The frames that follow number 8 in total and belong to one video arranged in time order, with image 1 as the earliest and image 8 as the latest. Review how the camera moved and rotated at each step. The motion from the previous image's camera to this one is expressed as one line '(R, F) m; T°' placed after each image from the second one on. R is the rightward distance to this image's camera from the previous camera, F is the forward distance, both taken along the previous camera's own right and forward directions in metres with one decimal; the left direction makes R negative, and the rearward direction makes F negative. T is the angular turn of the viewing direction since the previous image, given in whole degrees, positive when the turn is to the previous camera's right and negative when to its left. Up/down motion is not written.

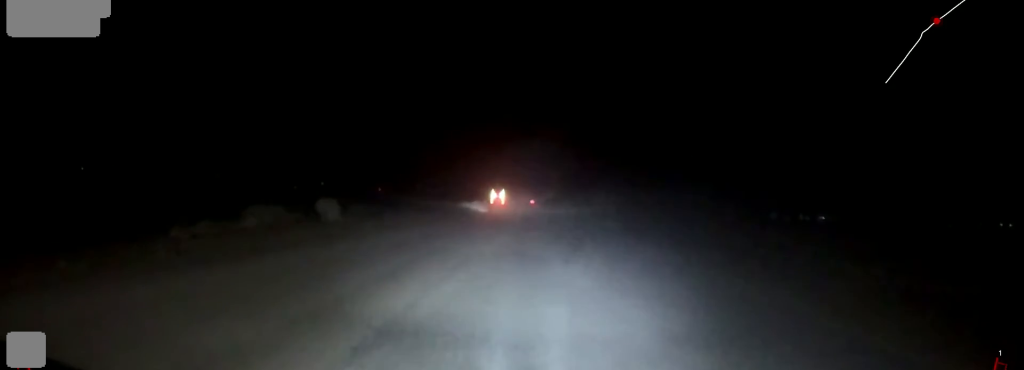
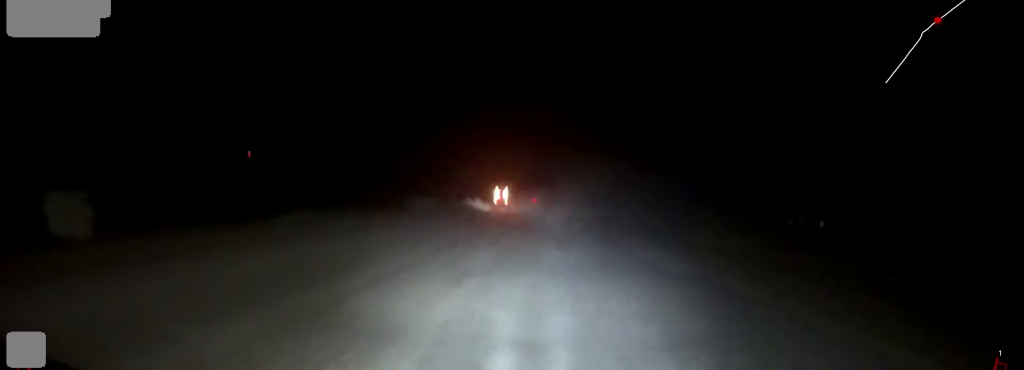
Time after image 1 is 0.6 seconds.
(+0.1, +11.4) m; +1°
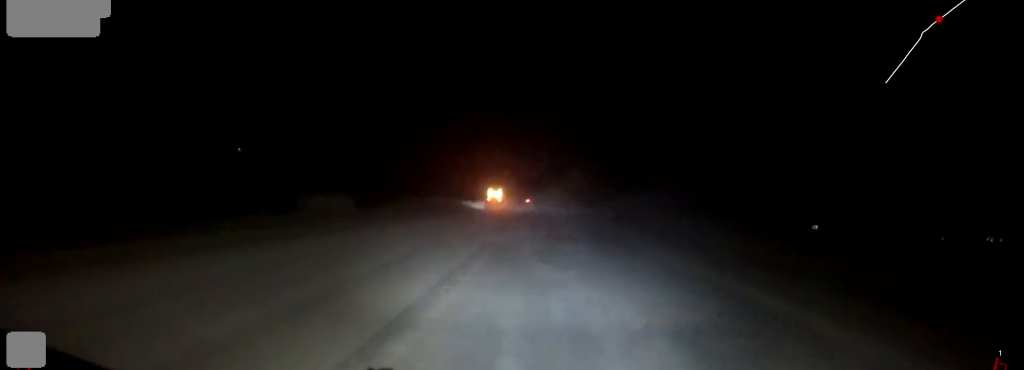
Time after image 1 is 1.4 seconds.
(0.0, +16.8) m; +1°
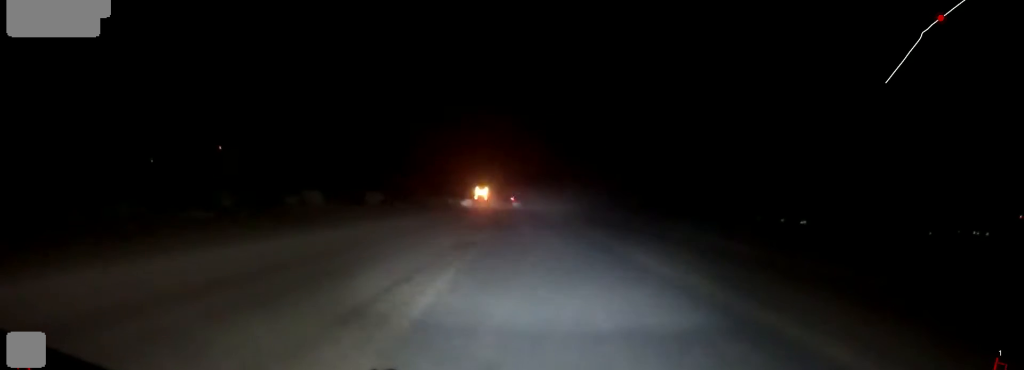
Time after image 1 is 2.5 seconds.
(0.0, +22.6) m; -2°
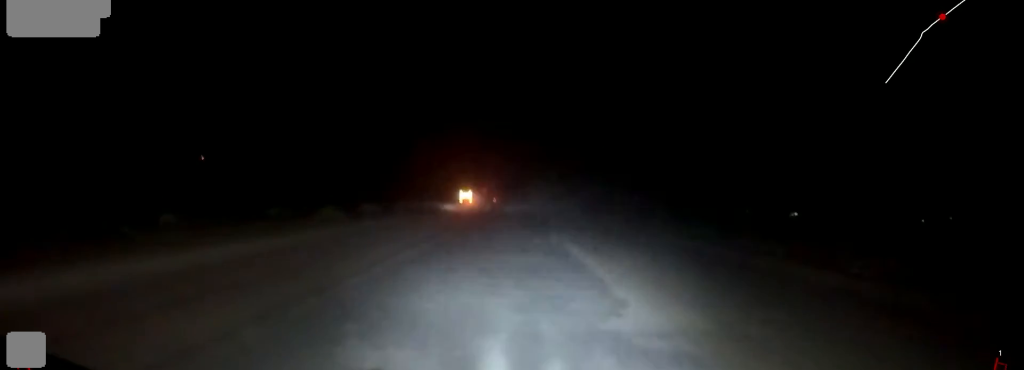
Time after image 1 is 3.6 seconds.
(-0.7, +22.5) m; 0°
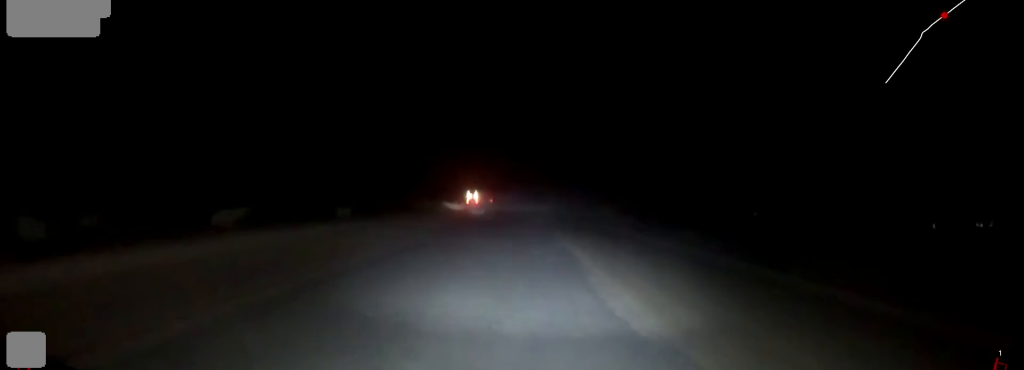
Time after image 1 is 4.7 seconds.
(+0.5, +23.6) m; 0°
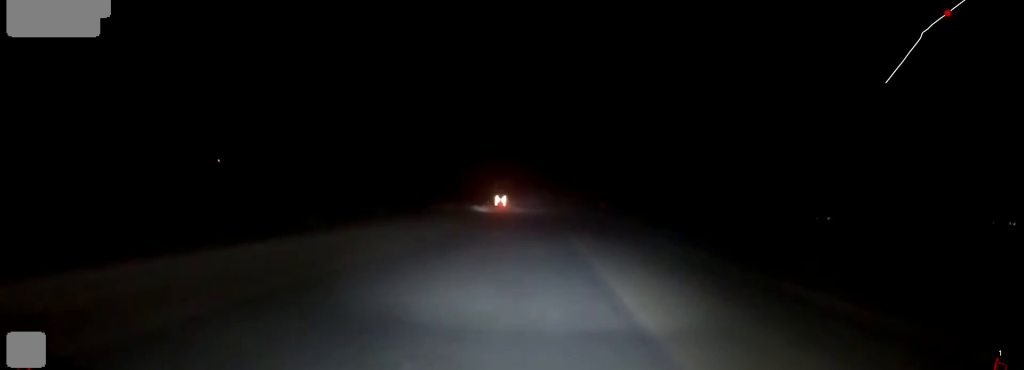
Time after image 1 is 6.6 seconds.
(-1.8, +40.7) m; -4°
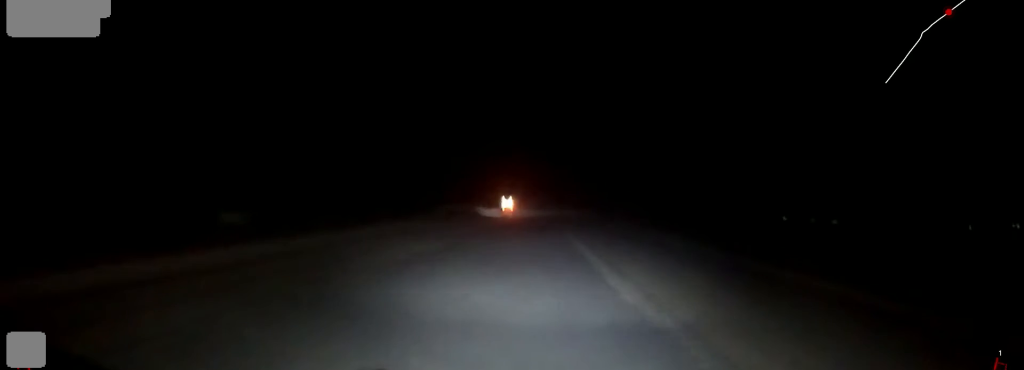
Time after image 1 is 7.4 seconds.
(-0.1, +17.7) m; +1°
